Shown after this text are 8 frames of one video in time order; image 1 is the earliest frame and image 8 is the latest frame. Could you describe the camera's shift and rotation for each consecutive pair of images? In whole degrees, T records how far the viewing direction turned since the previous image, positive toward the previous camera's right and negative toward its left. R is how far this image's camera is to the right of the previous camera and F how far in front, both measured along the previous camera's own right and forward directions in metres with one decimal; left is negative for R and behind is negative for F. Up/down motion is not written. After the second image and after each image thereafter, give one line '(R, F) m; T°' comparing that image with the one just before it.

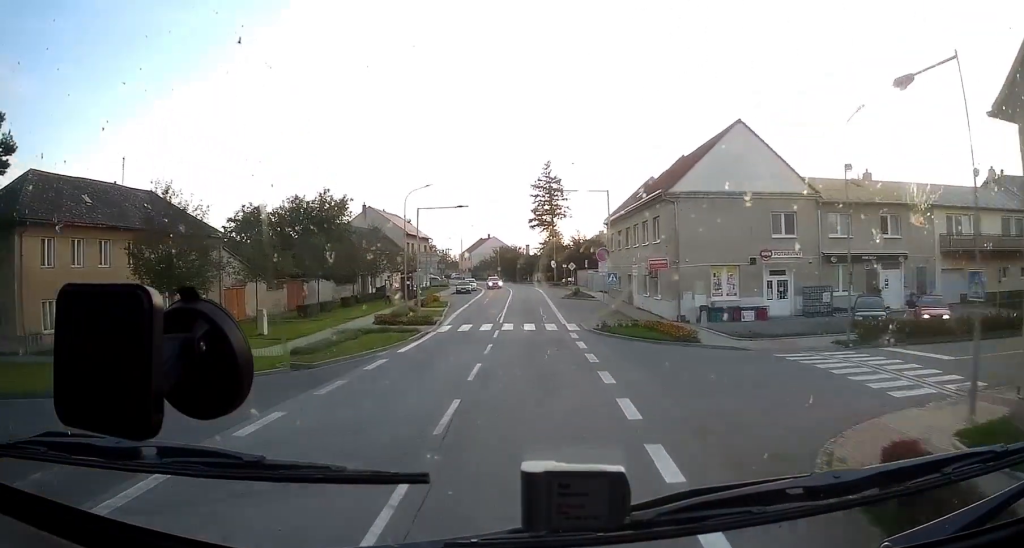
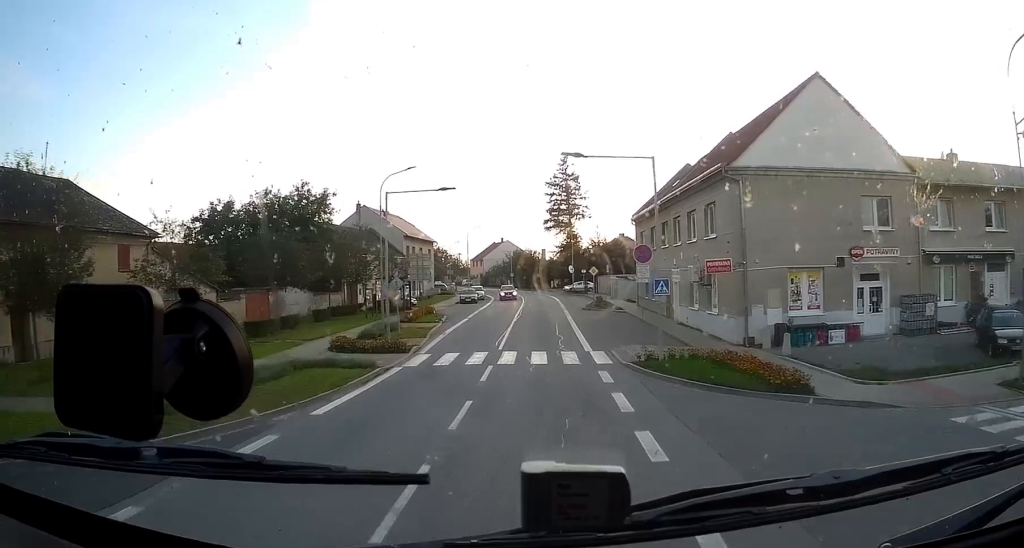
(-0.7, +8.8) m; -2°
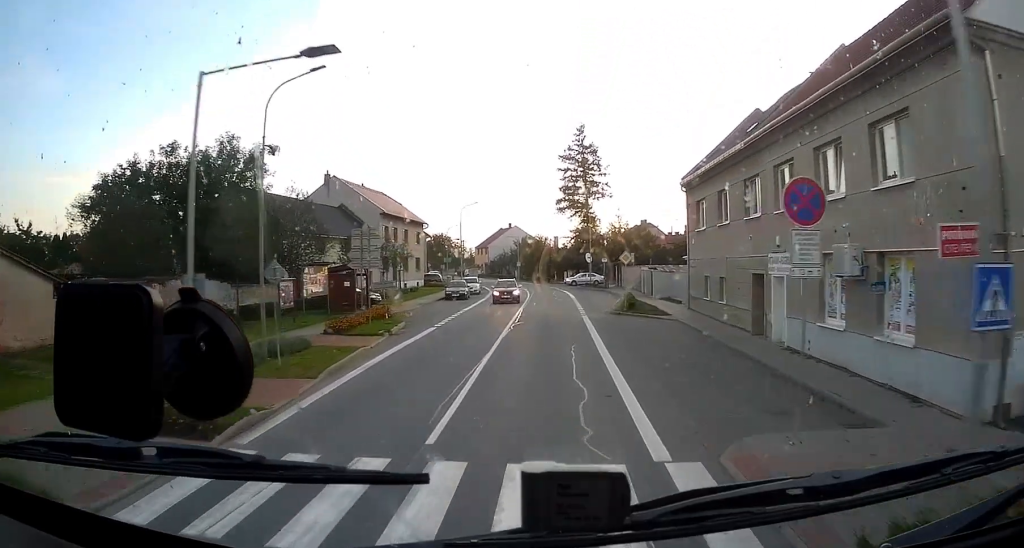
(+0.4, +14.2) m; +2°
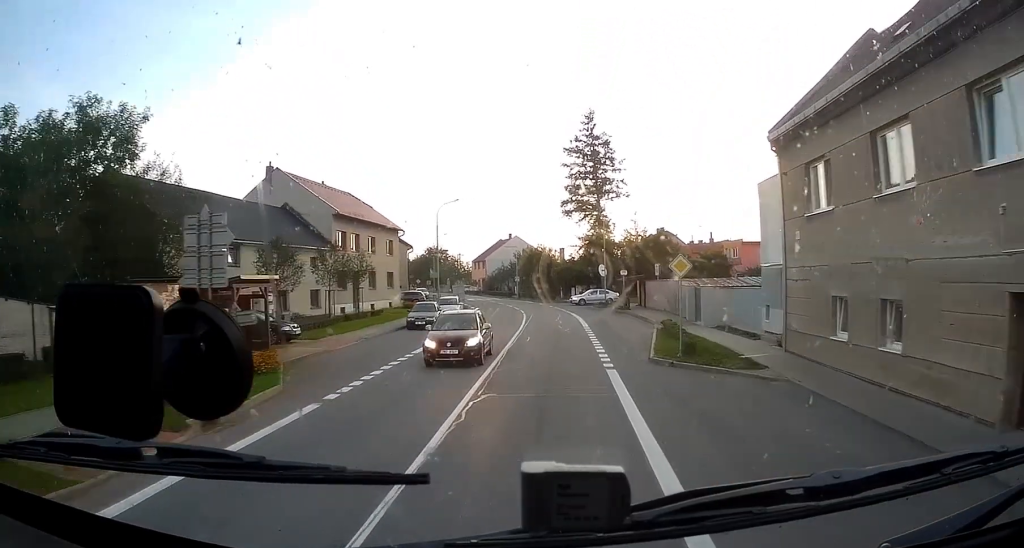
(0.0, +13.3) m; 0°
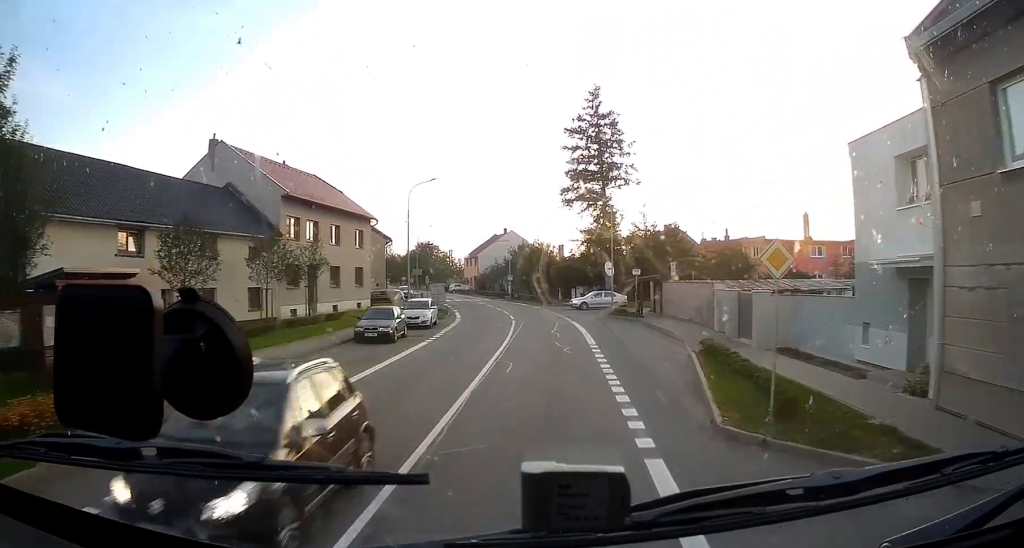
(+0.1, +8.4) m; 0°
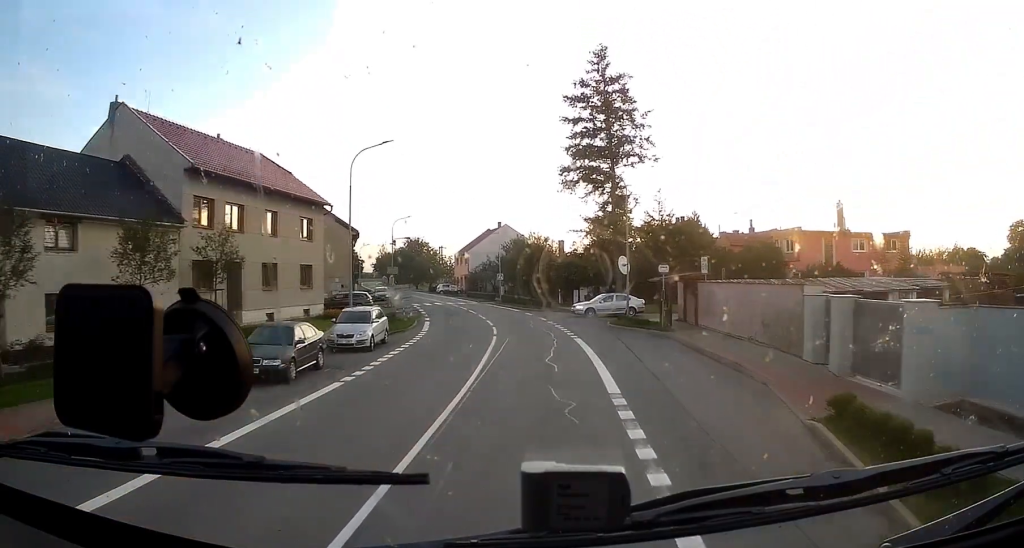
(-0.1, +10.3) m; 0°
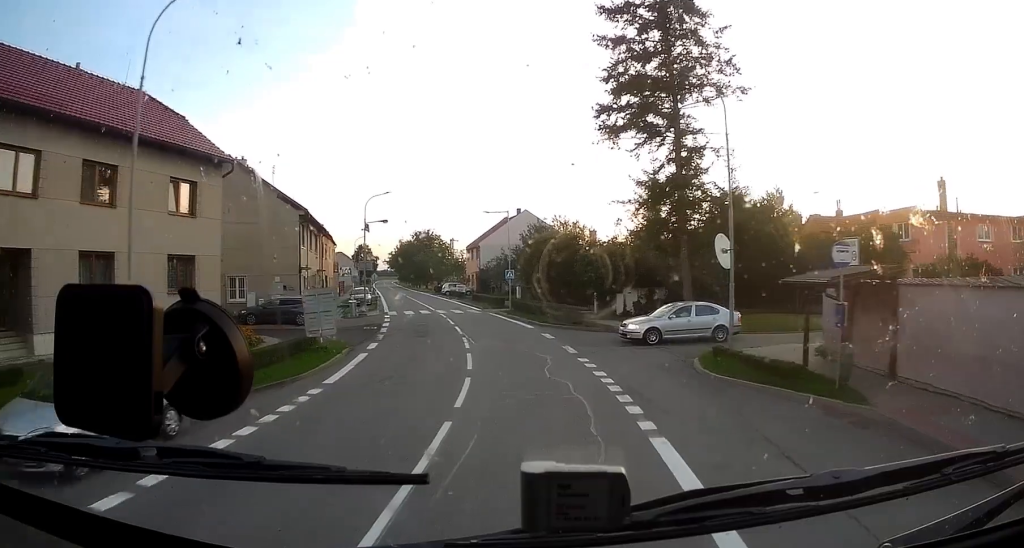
(0.0, +16.1) m; -6°
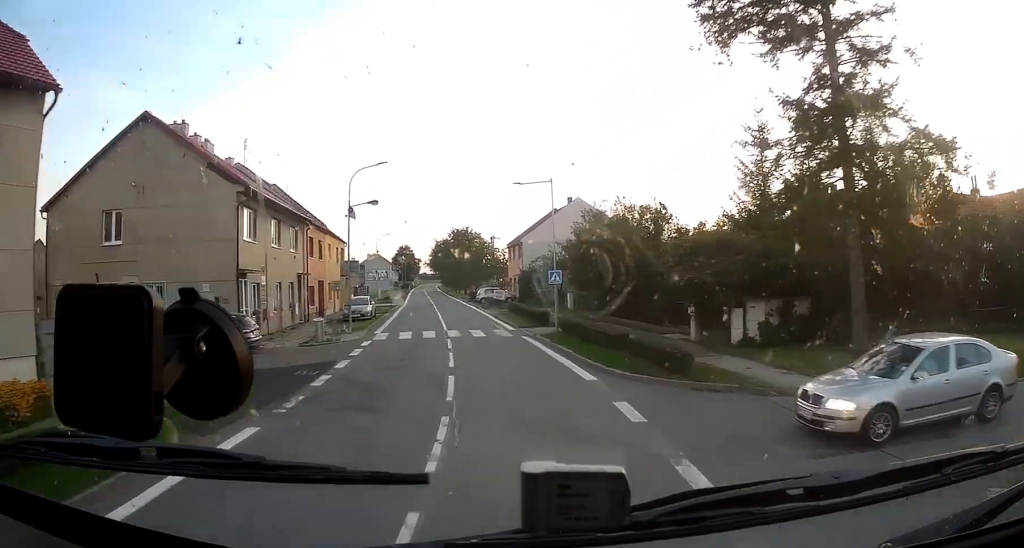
(-1.3, +13.1) m; -8°
